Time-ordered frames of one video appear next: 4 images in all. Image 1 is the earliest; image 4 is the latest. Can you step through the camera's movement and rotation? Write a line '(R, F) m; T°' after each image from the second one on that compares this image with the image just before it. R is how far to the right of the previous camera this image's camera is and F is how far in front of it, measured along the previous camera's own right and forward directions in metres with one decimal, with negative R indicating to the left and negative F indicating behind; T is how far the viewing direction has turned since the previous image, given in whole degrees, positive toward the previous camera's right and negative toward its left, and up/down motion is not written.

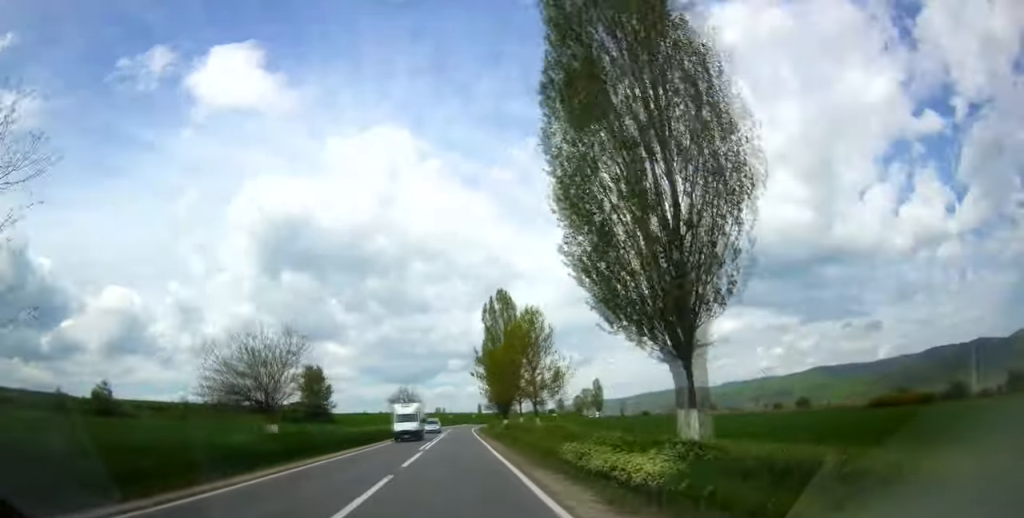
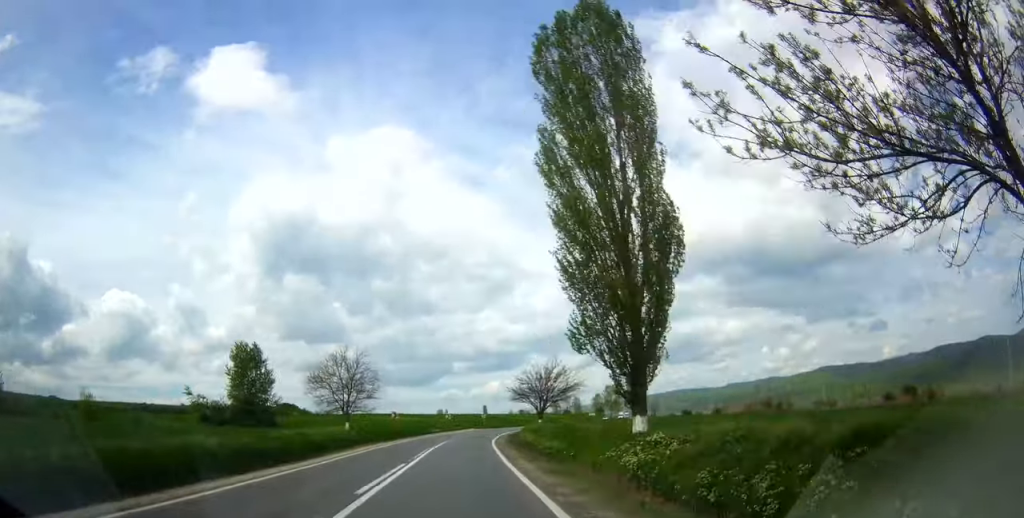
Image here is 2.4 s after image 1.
(-1.2, +56.5) m; -2°
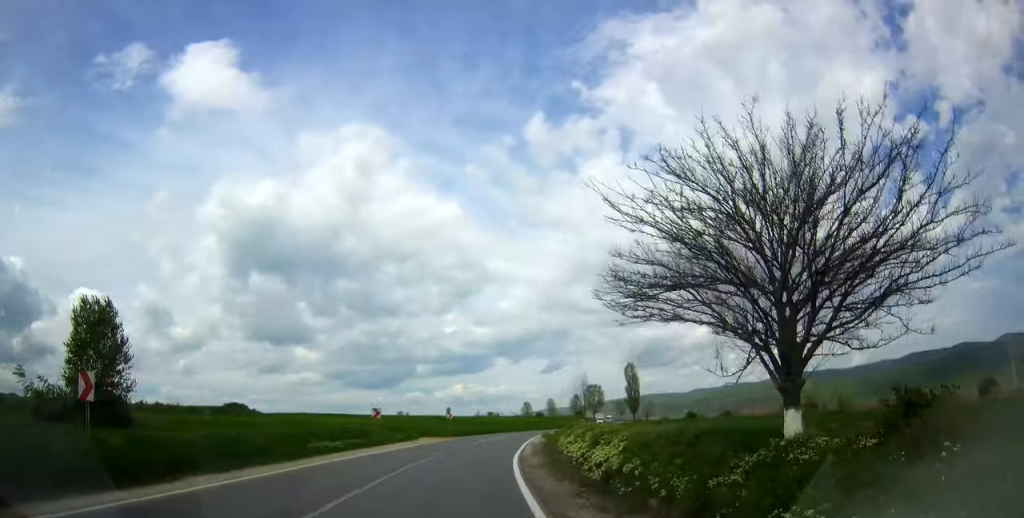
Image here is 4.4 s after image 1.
(+0.5, +44.2) m; +2°
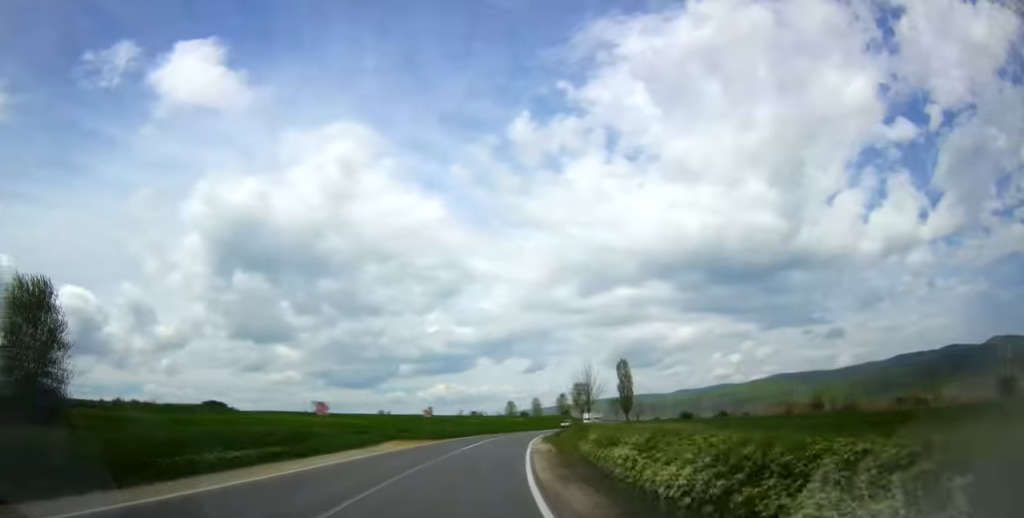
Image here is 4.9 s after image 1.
(-0.2, +11.4) m; +1°
